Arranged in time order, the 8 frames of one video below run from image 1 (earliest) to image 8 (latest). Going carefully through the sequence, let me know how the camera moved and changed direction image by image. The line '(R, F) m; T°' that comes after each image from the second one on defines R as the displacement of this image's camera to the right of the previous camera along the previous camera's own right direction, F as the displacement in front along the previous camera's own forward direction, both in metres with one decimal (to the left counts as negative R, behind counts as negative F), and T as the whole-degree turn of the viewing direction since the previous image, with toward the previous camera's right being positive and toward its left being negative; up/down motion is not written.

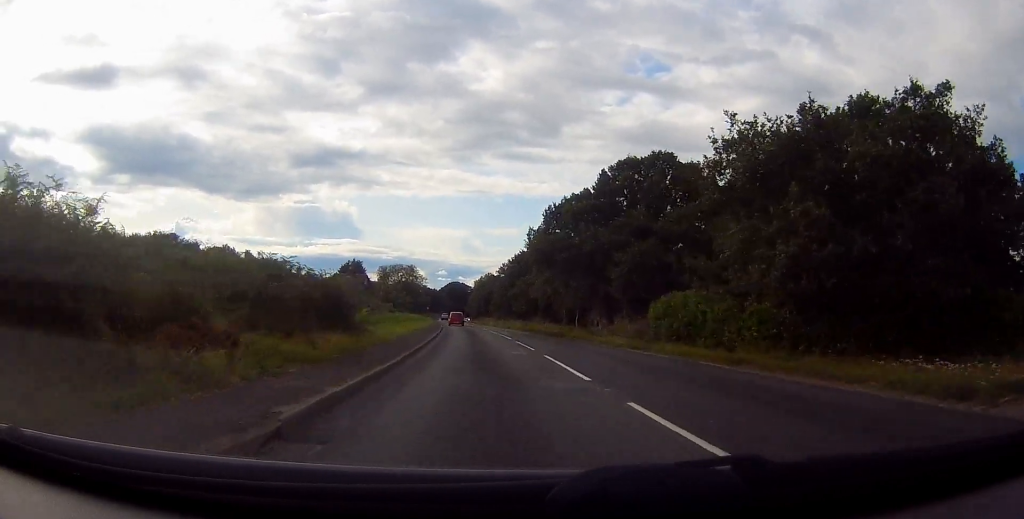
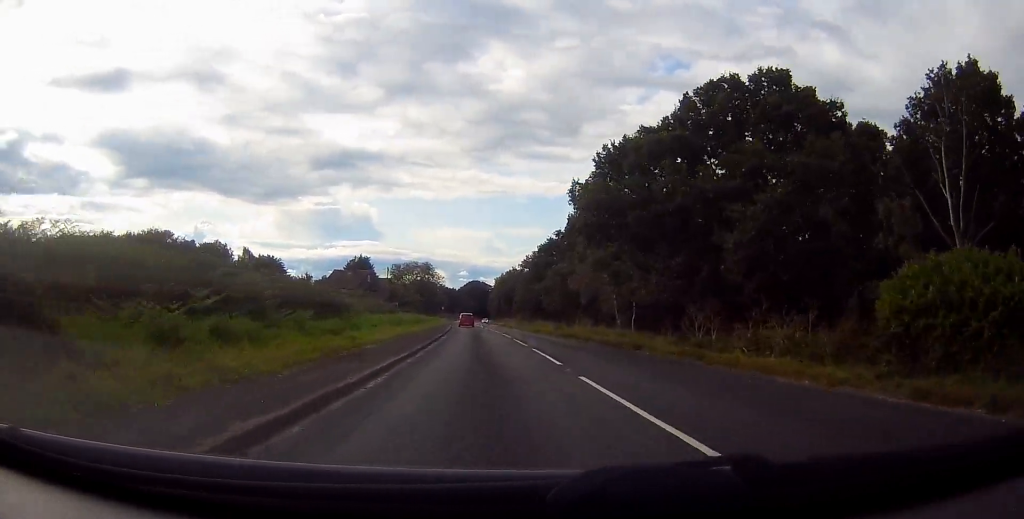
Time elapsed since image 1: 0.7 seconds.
(-0.5, +16.0) m; -2°
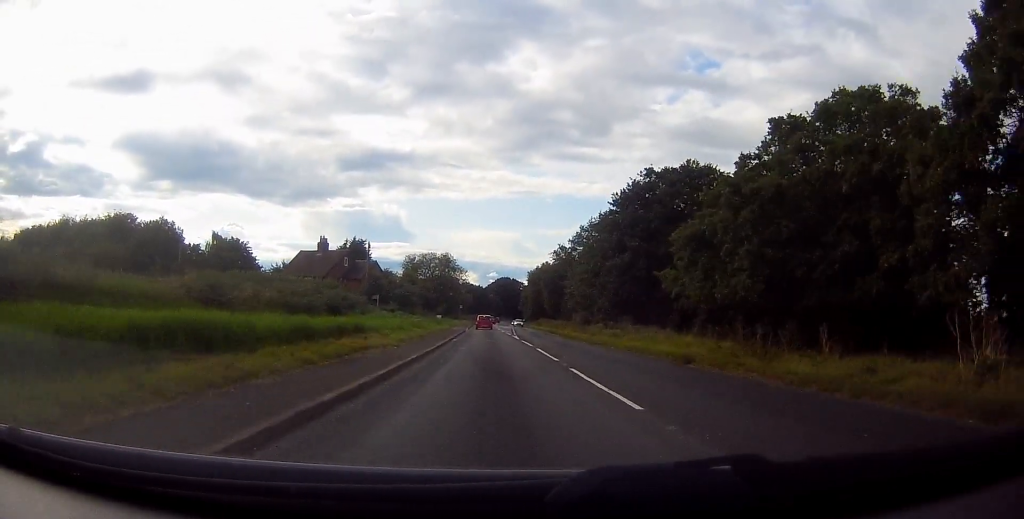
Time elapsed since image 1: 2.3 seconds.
(-0.8, +36.1) m; -2°
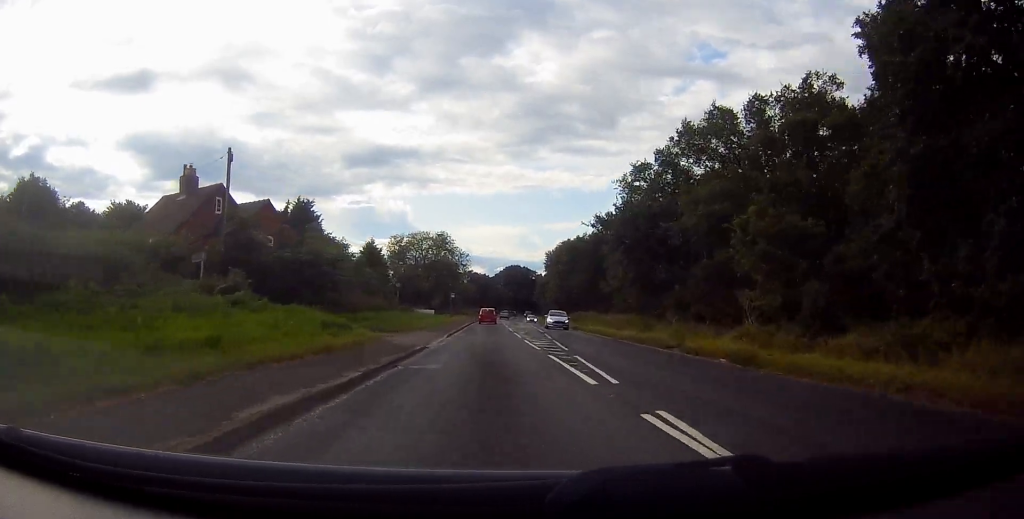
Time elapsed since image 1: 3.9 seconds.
(-0.8, +36.8) m; -1°
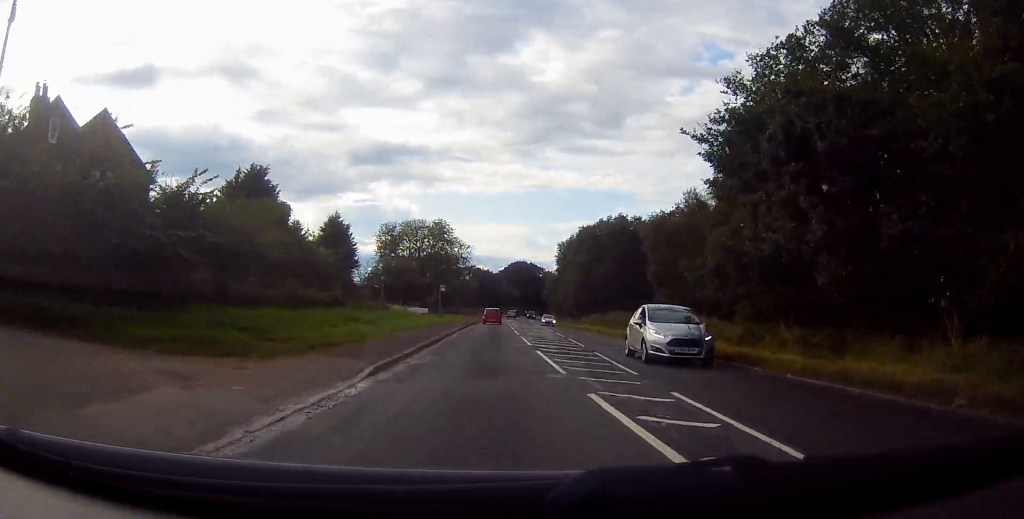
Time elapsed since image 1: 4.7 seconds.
(0.0, +17.4) m; 0°
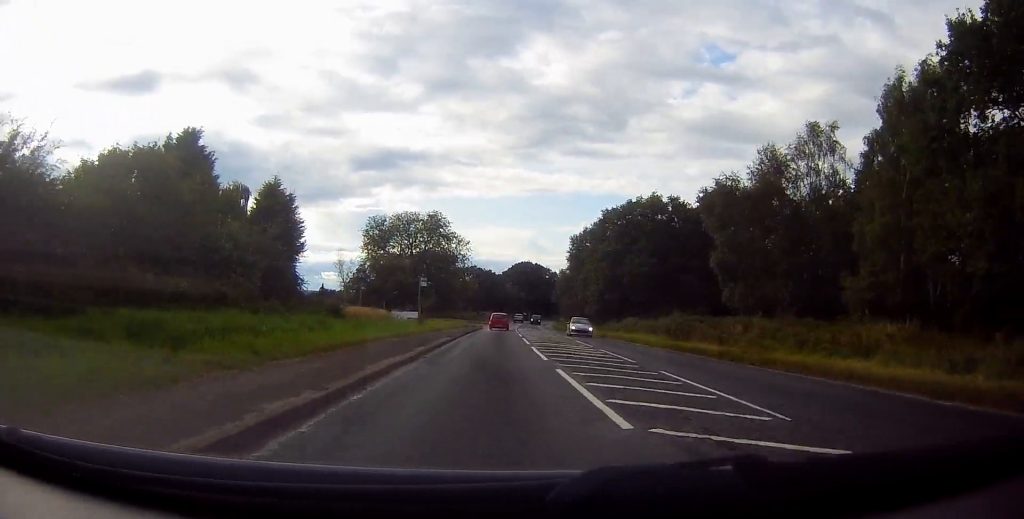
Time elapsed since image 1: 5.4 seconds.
(+0.1, +15.4) m; 0°
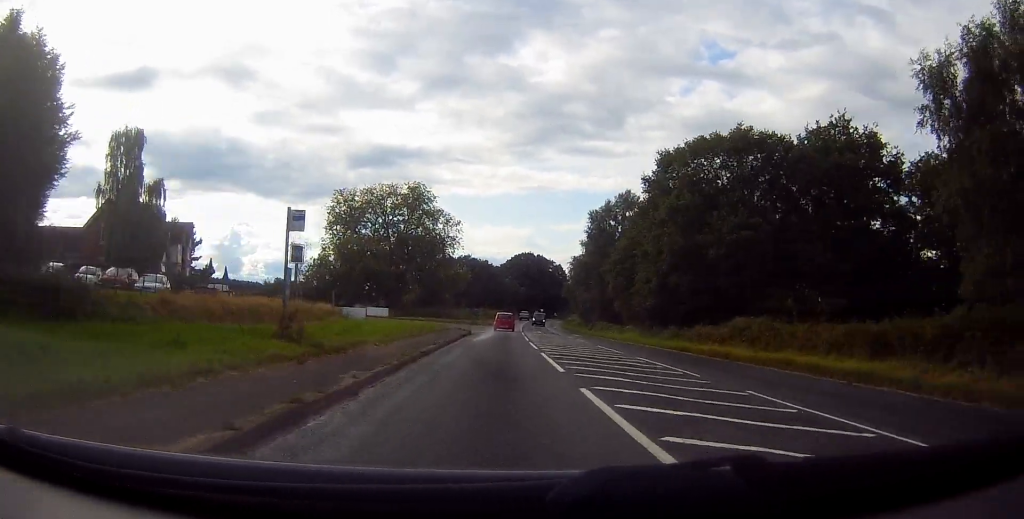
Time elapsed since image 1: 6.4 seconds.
(+0.1, +22.7) m; +1°
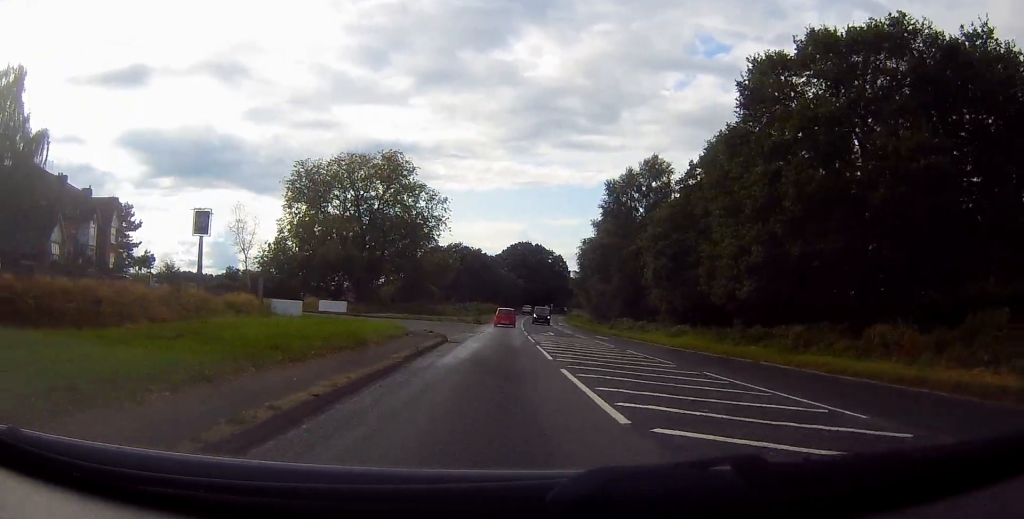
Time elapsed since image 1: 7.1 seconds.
(+0.1, +15.9) m; +1°
